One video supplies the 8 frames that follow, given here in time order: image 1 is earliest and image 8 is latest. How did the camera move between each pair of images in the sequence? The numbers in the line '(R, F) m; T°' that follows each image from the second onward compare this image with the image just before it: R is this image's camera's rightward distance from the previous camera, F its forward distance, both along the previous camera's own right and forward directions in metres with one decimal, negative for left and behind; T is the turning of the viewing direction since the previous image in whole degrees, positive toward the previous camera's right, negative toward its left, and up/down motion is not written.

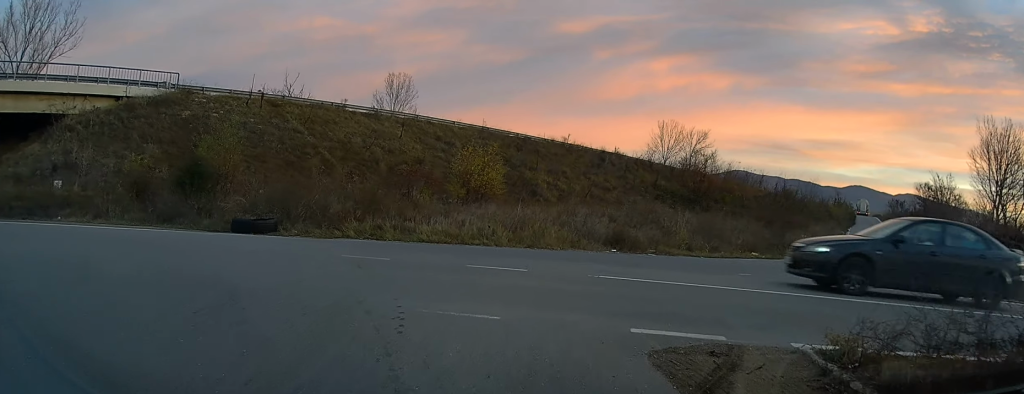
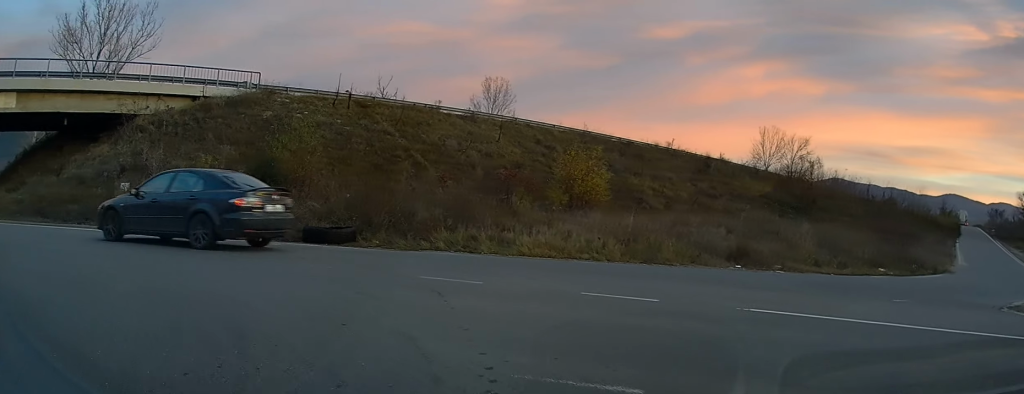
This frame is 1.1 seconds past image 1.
(-0.2, +1.9) m; -16°
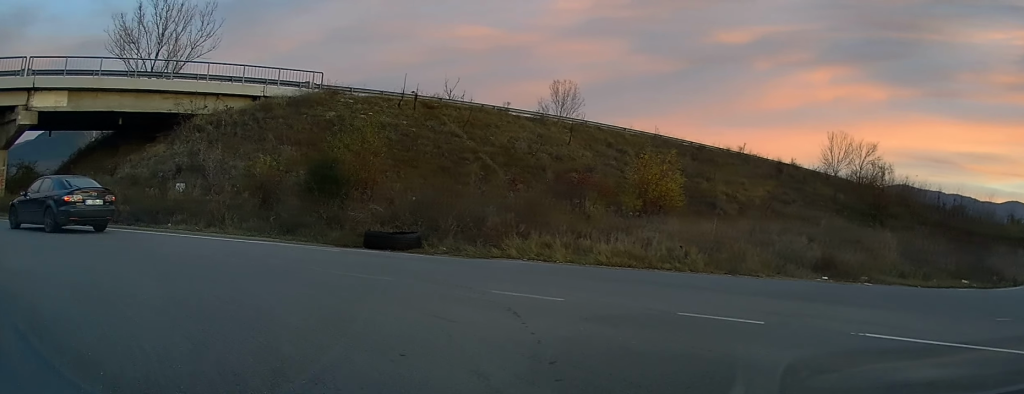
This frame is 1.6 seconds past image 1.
(0.0, +0.9) m; -10°
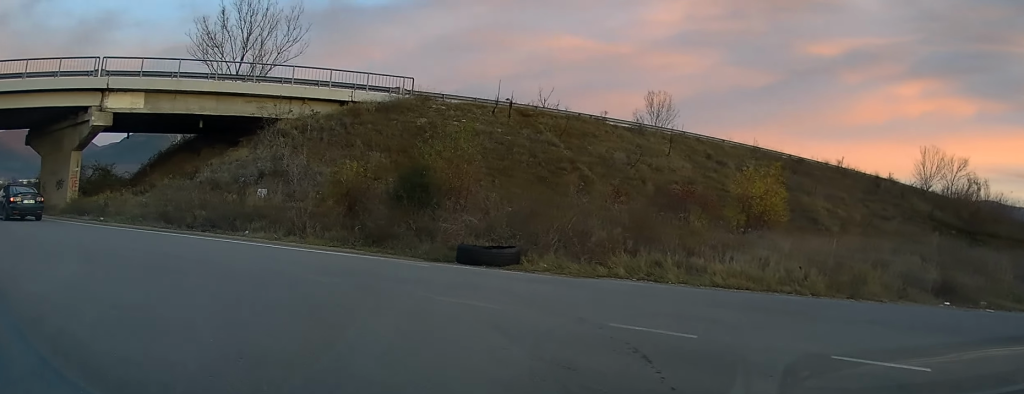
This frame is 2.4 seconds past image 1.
(-0.2, +1.2) m; -13°
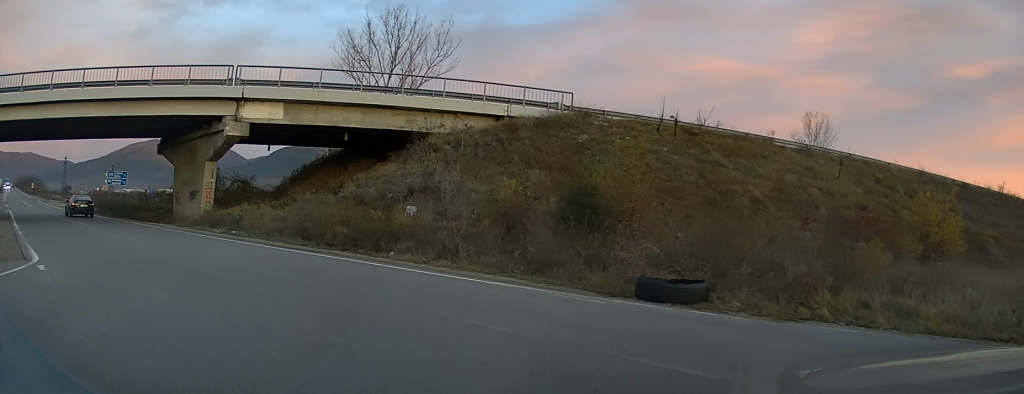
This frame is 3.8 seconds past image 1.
(-0.2, +2.5) m; -5°
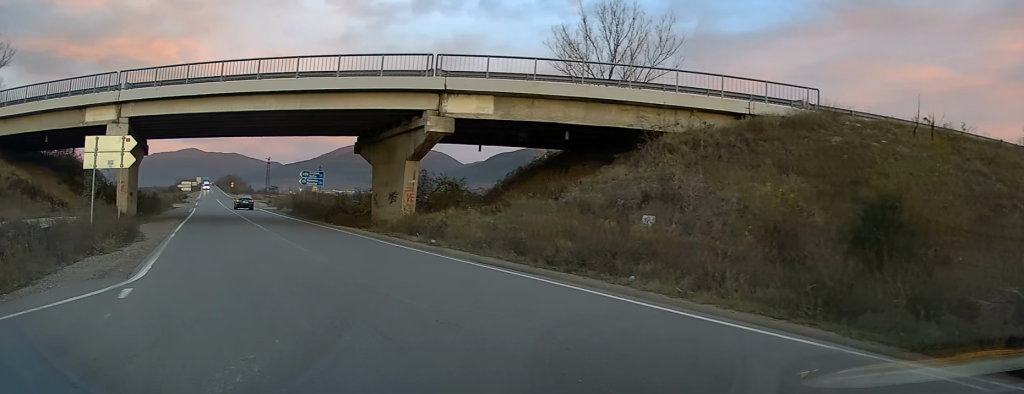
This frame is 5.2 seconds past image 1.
(-0.4, +4.8) m; -12°
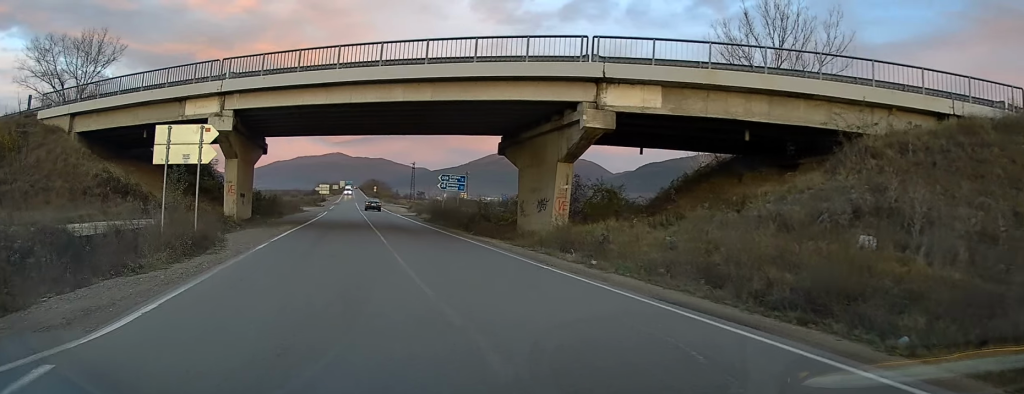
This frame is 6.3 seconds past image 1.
(-0.4, +5.3) m; -3°
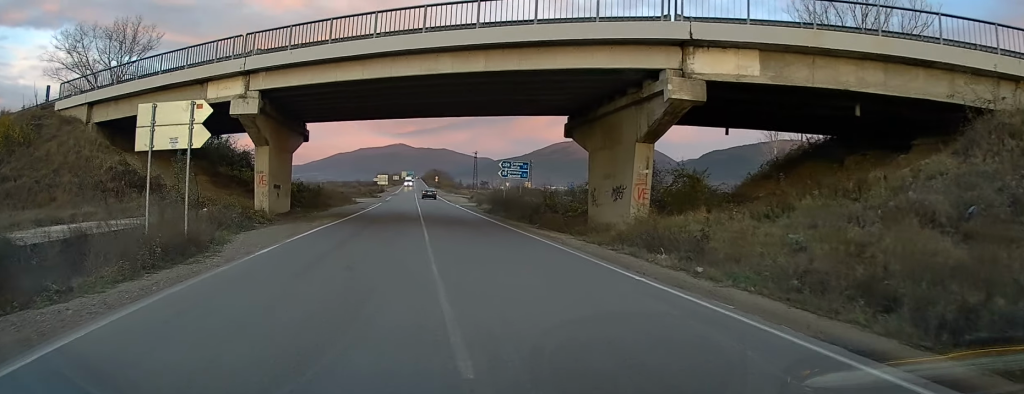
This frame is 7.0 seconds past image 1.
(+0.1, +4.1) m; -3°
